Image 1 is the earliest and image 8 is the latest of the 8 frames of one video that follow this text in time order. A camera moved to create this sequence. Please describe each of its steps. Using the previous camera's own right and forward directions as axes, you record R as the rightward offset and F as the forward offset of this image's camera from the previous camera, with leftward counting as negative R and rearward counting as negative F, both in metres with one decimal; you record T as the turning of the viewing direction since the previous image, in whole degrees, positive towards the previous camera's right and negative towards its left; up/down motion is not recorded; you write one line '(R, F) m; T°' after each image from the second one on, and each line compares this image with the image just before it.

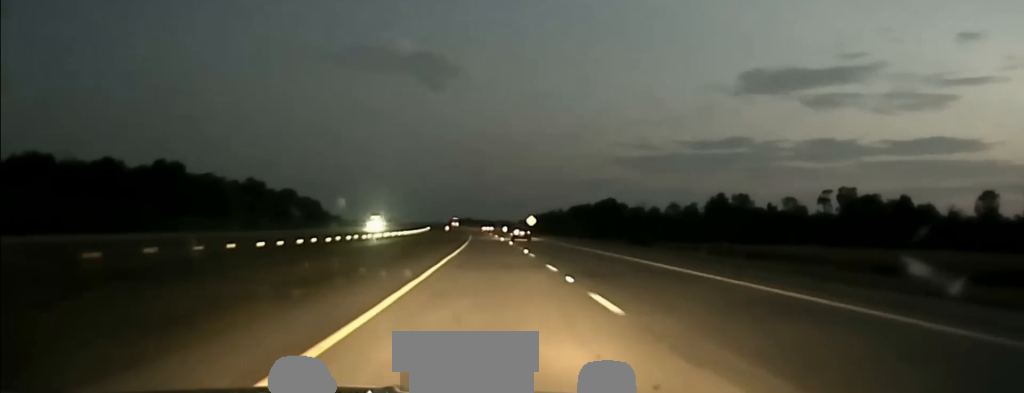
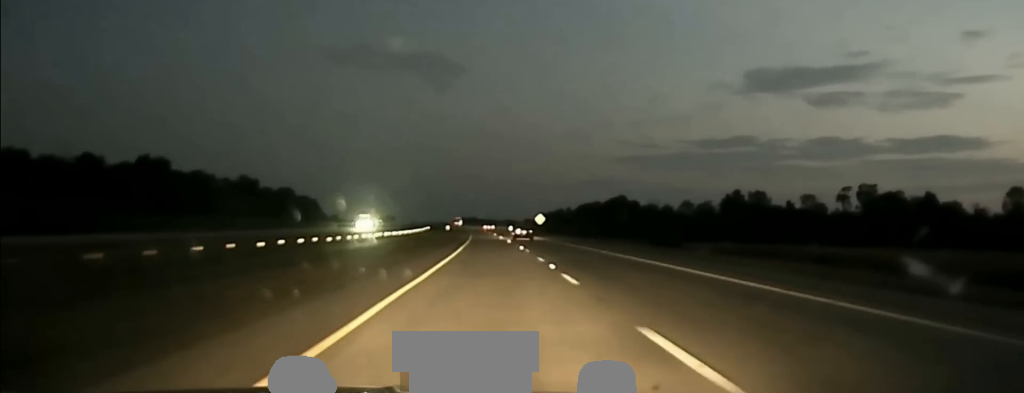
(-0.1, +18.7) m; 0°
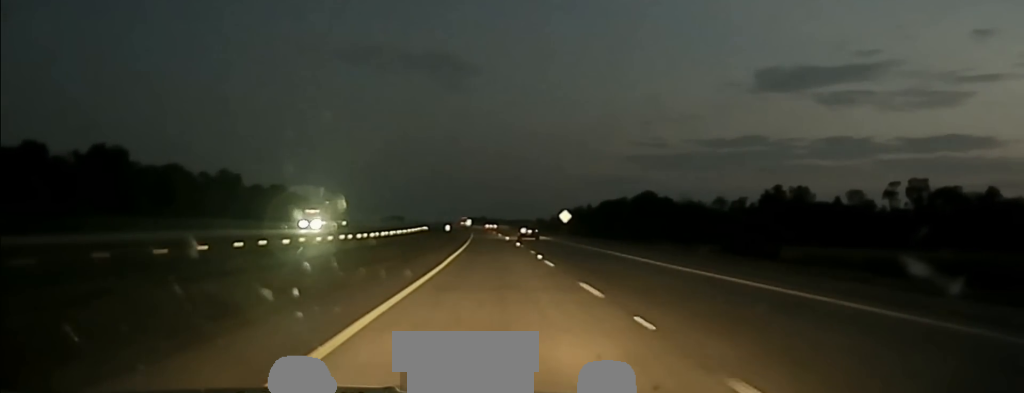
(-0.3, +39.8) m; -1°
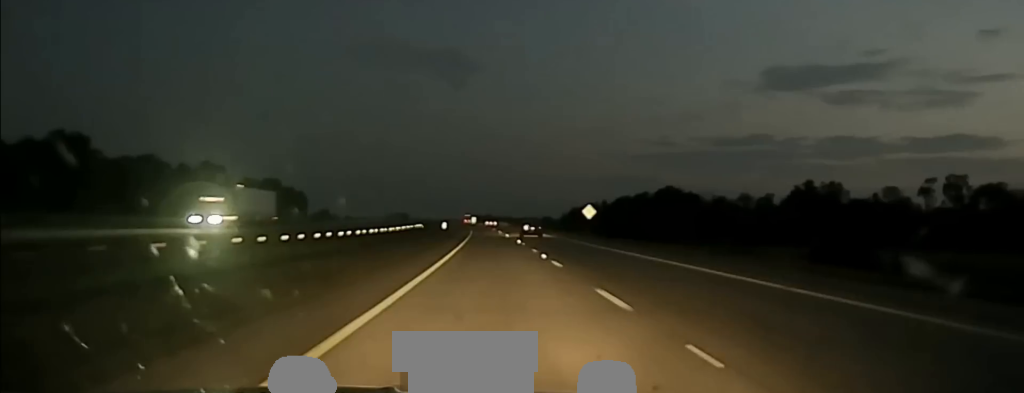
(-0.1, +22.9) m; 0°
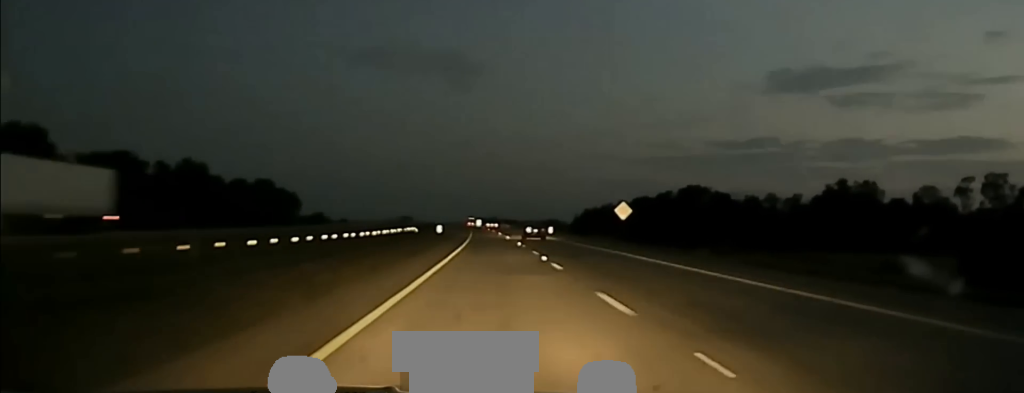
(0.0, +21.8) m; 0°
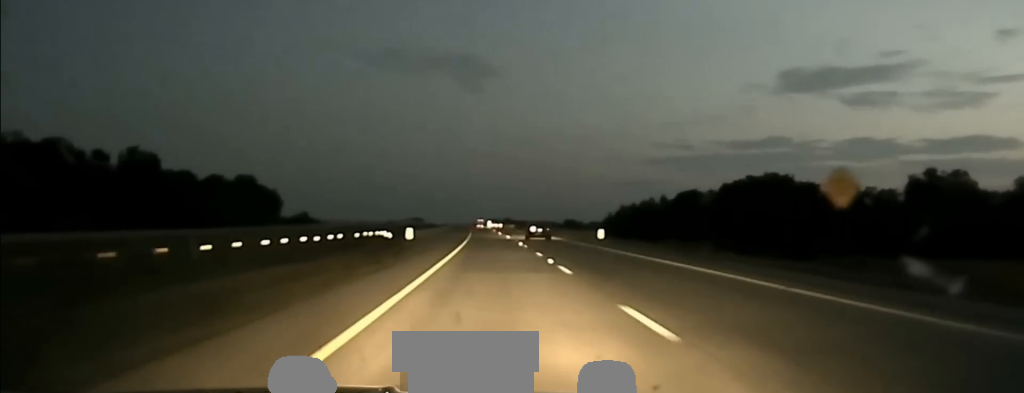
(-0.5, +48.3) m; -1°
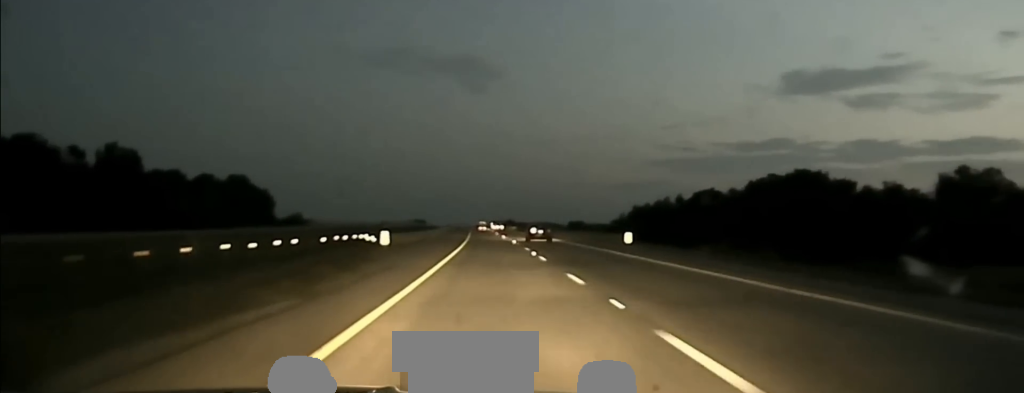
(+0.1, +15.1) m; 0°
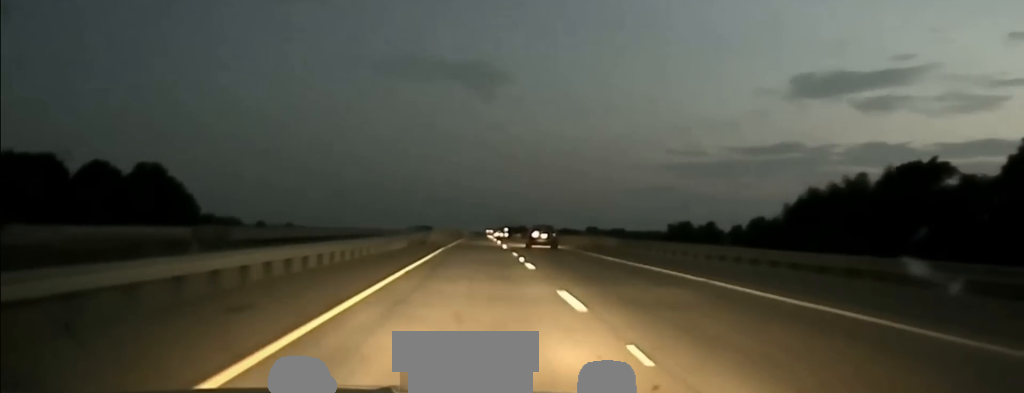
(-0.6, +108.0) m; 0°
